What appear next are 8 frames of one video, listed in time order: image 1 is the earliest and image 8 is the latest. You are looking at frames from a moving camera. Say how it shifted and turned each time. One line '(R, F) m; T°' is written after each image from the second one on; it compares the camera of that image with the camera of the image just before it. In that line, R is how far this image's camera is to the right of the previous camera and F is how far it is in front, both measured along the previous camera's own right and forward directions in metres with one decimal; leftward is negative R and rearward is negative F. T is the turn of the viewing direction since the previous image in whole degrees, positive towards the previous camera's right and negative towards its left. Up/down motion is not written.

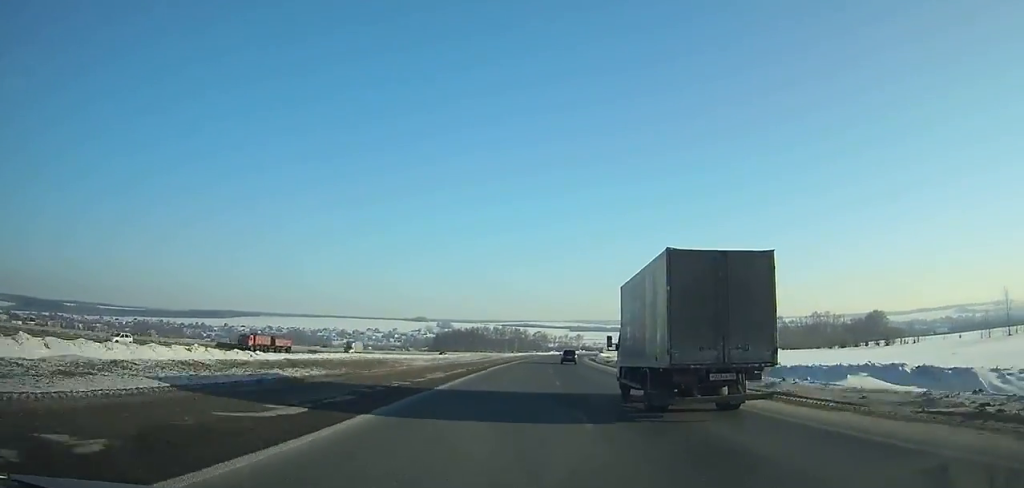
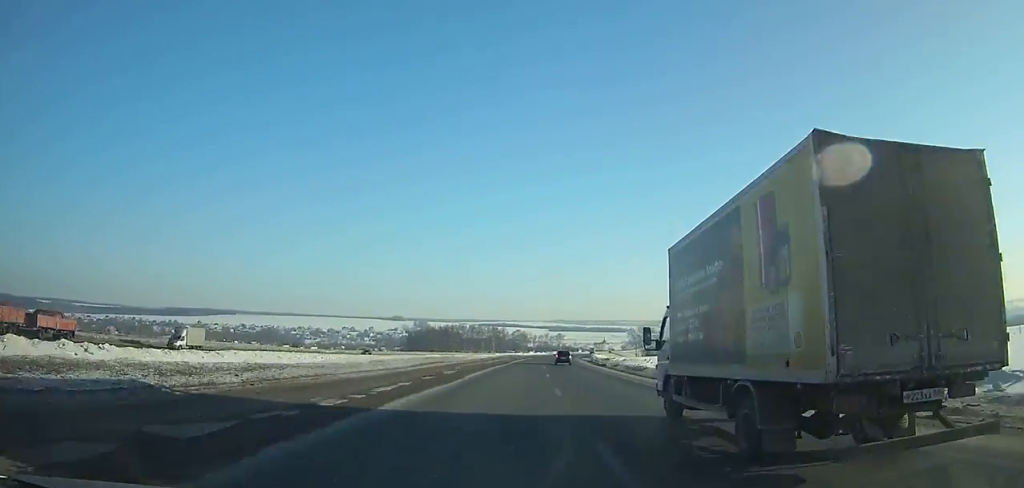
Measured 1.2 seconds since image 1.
(+0.7, +28.1) m; +2°
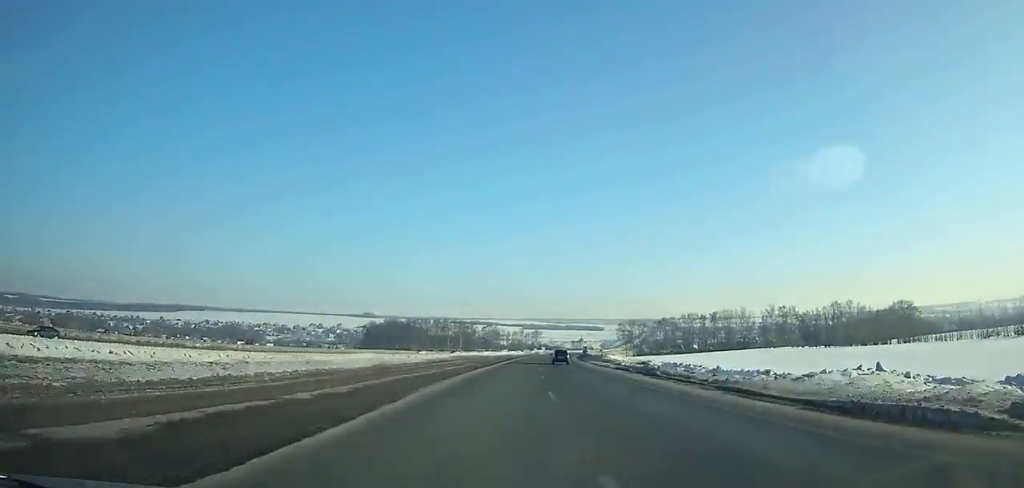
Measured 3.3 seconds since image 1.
(+1.0, +49.5) m; +3°
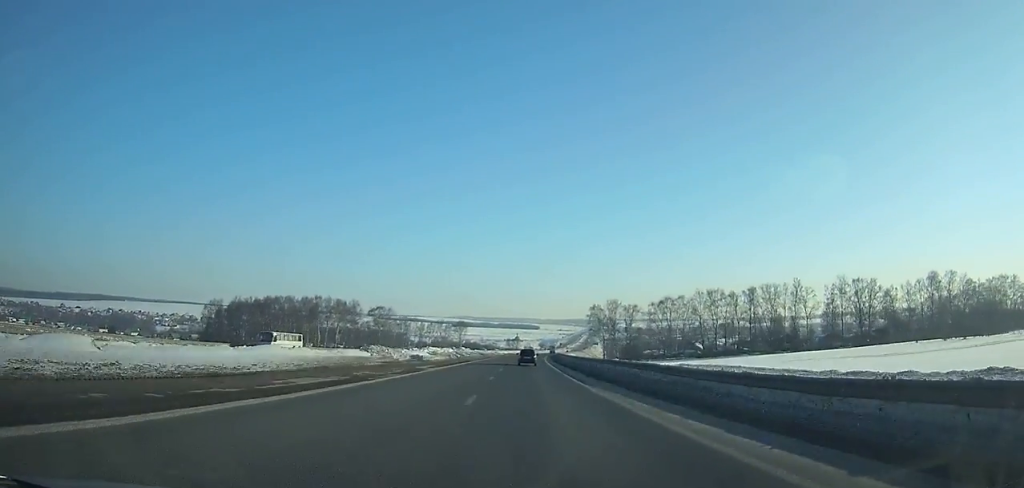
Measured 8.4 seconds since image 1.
(+7.2, +121.1) m; +5°
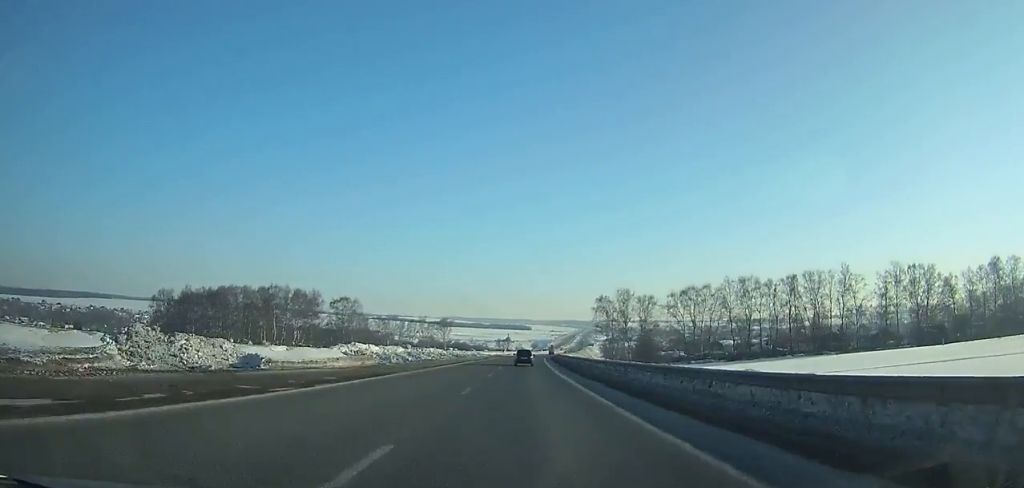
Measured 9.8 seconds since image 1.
(+0.3, +33.2) m; +1°
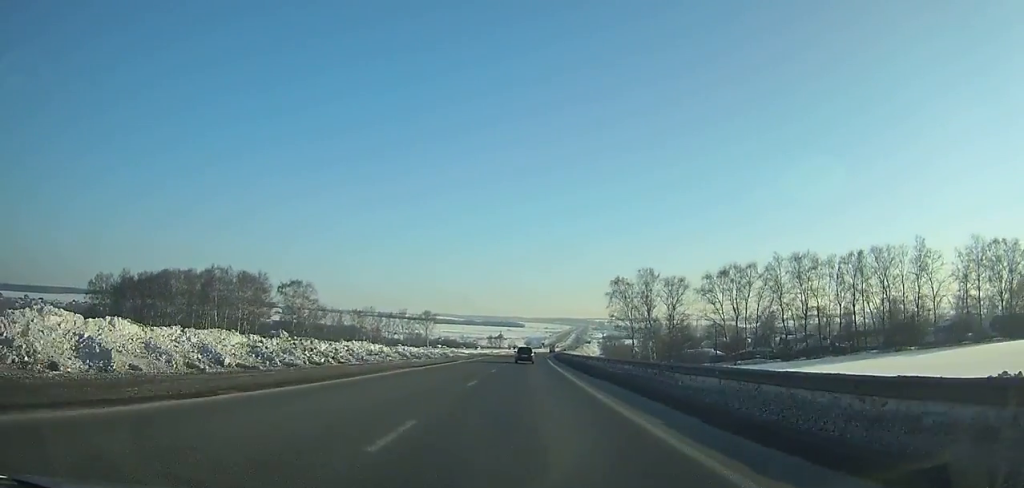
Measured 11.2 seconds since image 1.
(+0.3, +33.0) m; +1°
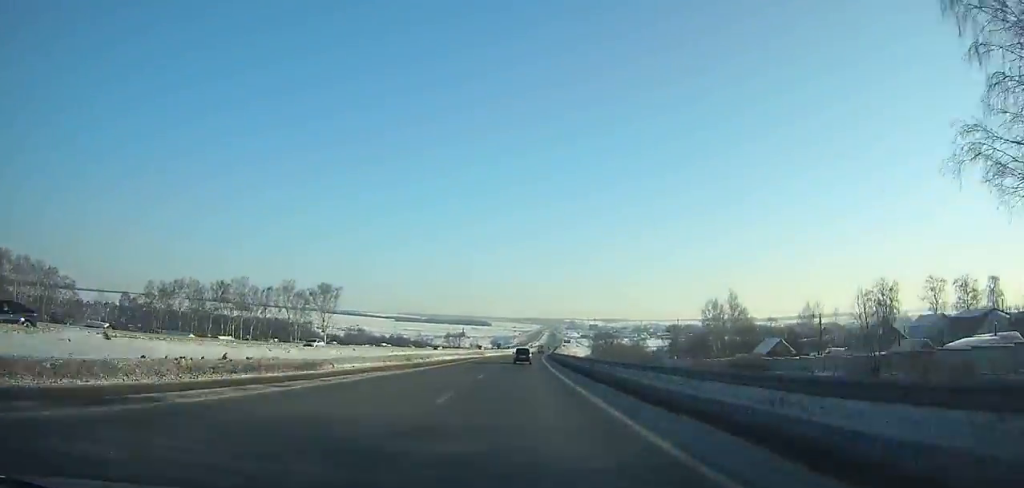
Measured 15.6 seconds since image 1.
(+2.2, +103.1) m; +3°
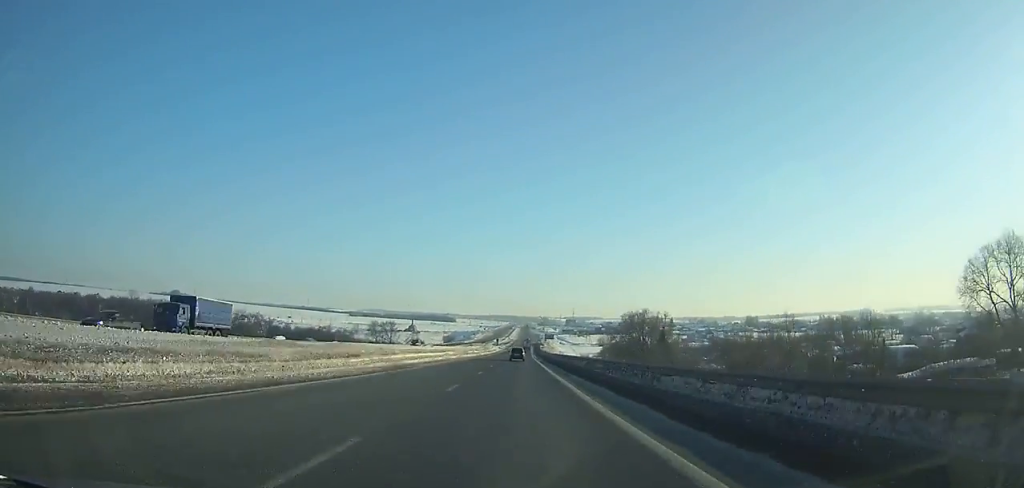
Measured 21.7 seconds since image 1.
(+4.5, +141.1) m; +3°
